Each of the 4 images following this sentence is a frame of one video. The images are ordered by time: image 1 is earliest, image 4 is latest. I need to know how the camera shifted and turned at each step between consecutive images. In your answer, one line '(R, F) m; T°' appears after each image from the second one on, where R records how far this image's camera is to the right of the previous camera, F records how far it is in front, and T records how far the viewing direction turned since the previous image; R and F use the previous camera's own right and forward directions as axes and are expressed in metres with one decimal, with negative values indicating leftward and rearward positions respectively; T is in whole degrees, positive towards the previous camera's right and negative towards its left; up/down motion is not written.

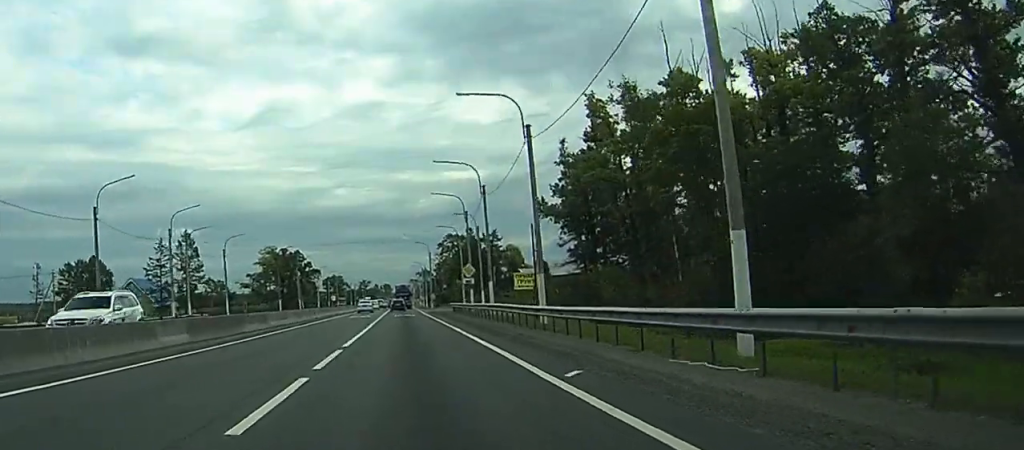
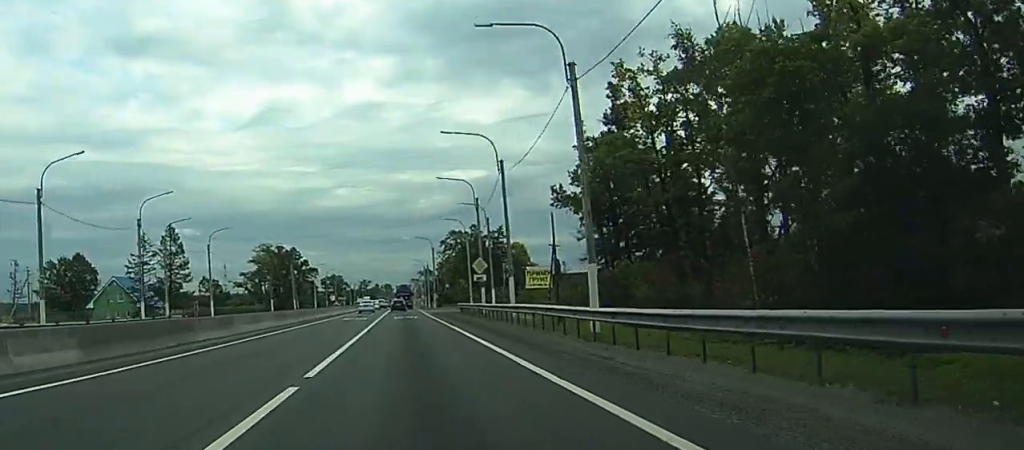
(-0.1, +9.5) m; 0°
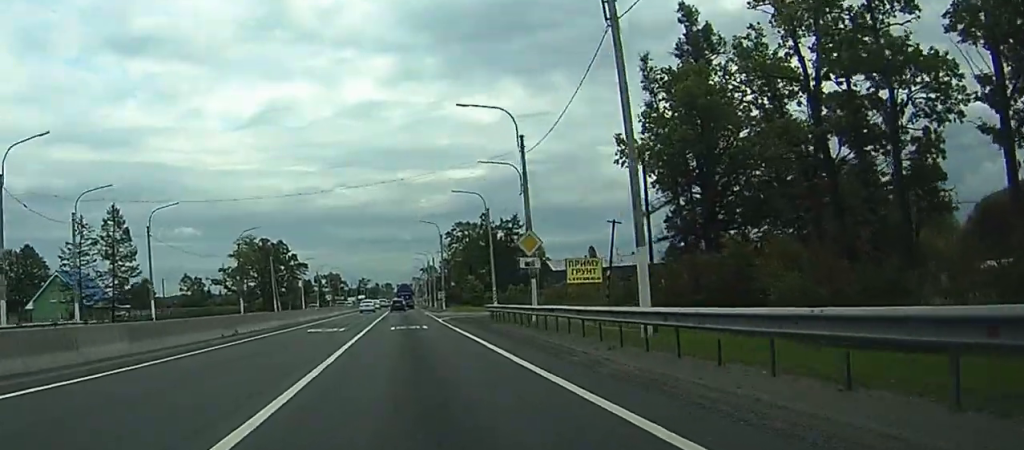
(-0.1, +24.5) m; 0°
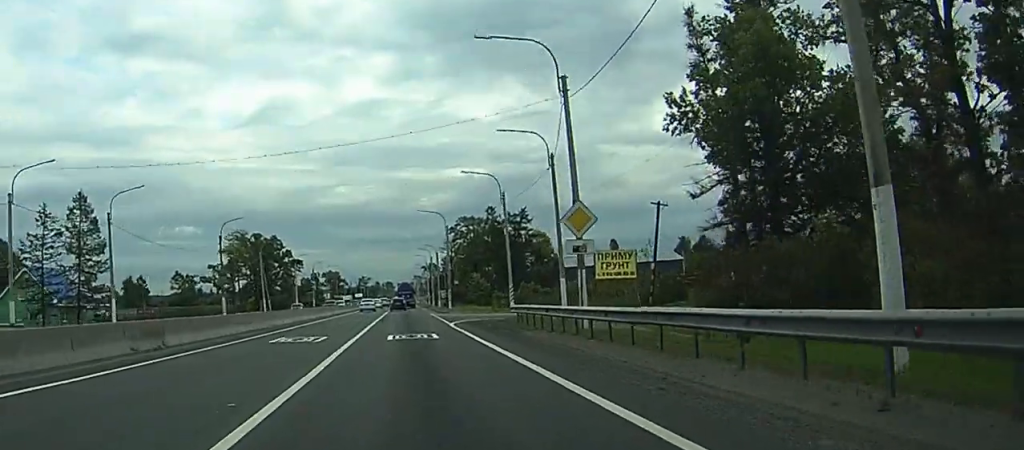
(0.0, +10.9) m; 0°
